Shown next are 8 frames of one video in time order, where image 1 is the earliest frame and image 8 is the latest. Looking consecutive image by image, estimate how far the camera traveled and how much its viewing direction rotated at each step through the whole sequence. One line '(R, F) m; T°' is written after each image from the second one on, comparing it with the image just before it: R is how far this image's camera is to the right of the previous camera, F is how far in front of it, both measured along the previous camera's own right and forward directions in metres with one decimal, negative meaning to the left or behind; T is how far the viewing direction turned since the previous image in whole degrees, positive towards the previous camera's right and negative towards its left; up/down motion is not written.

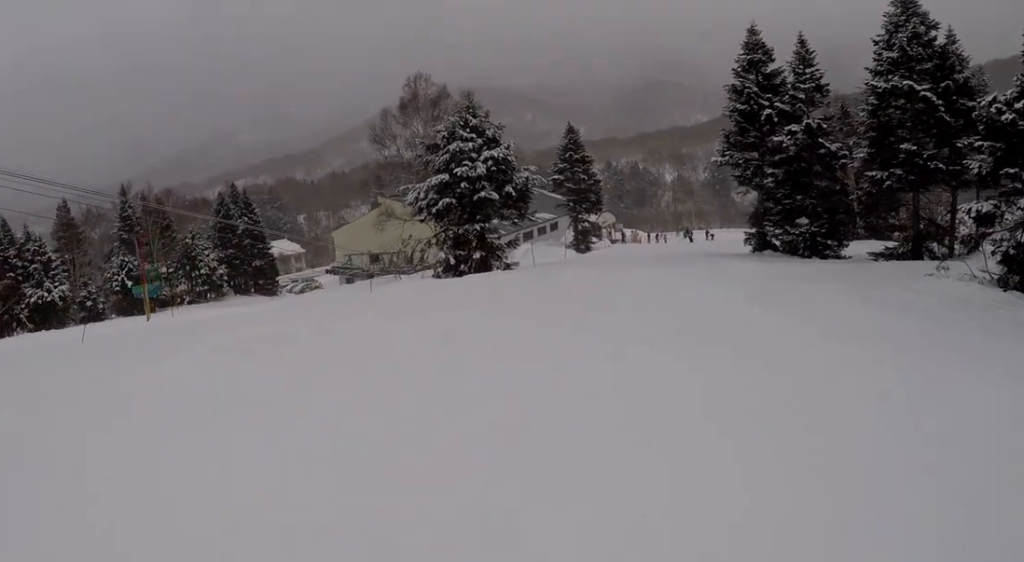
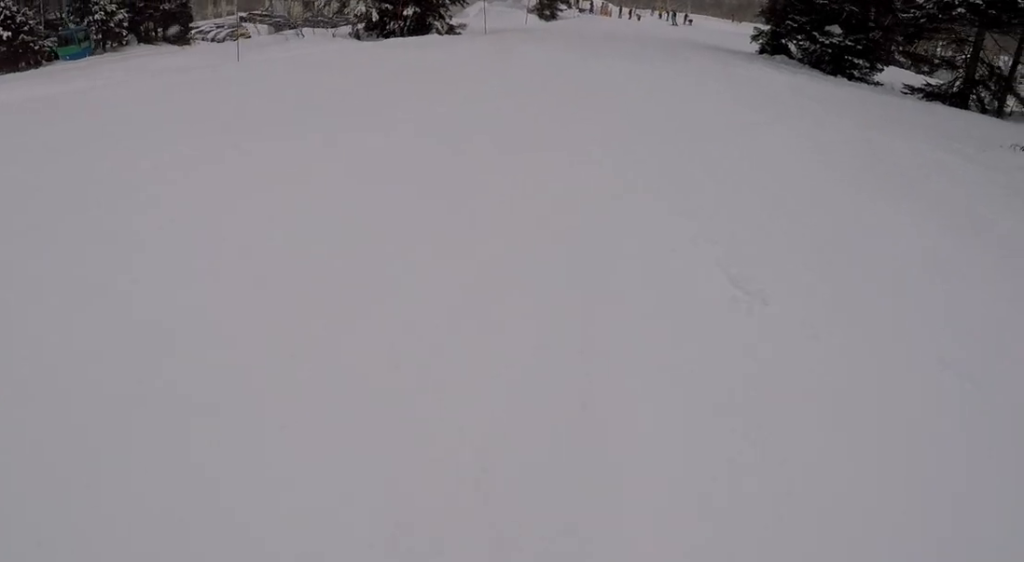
(+1.3, +8.1) m; +12°
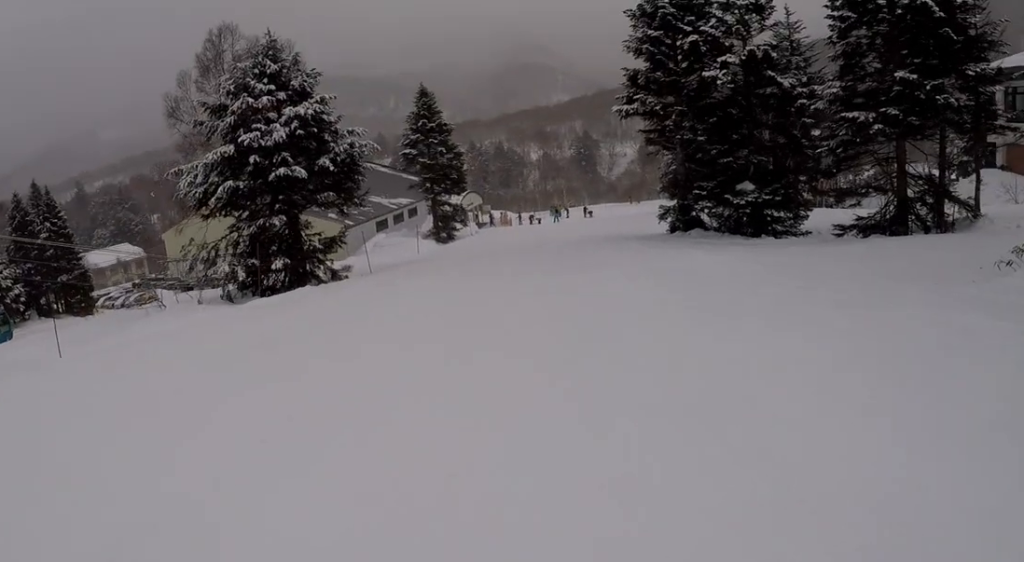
(+0.1, +4.3) m; -2°
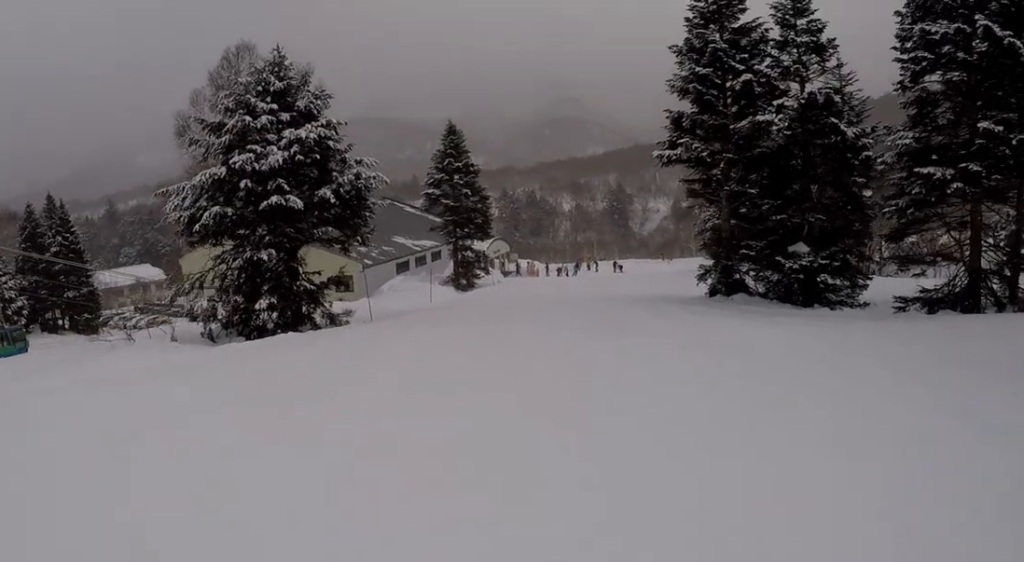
(+0.3, +3.0) m; -6°
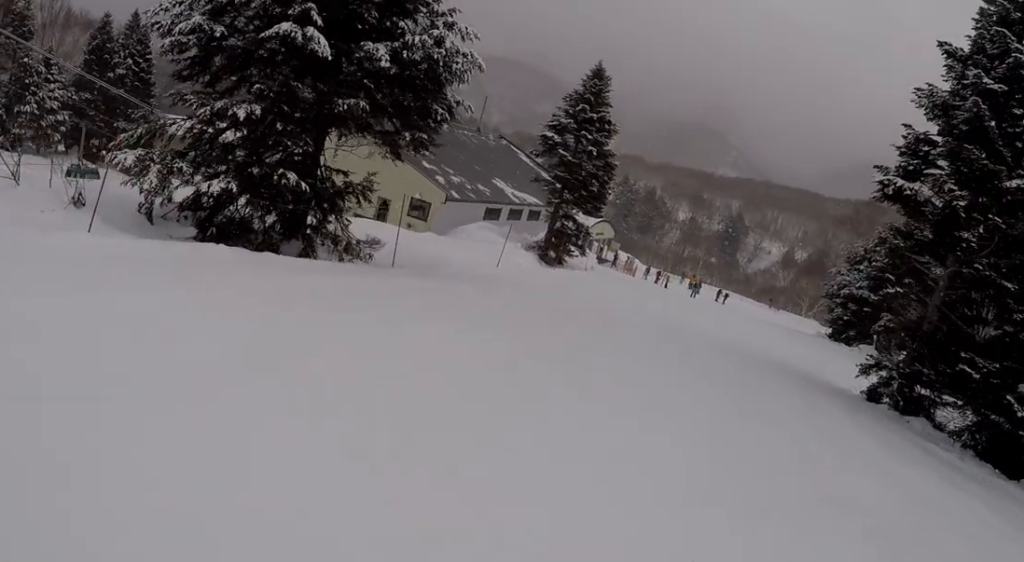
(-1.2, +7.7) m; -1°
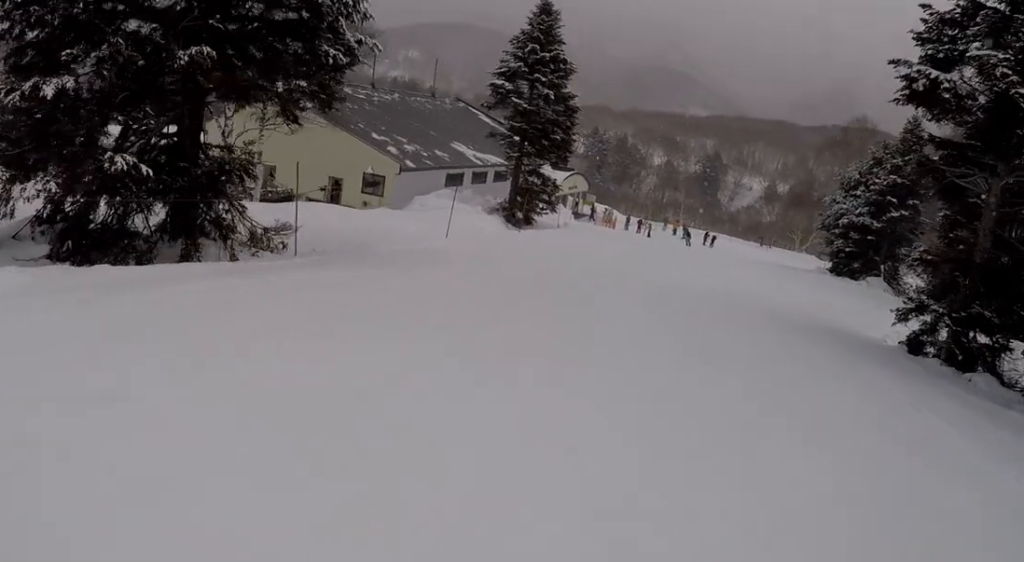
(+0.6, +3.4) m; +5°
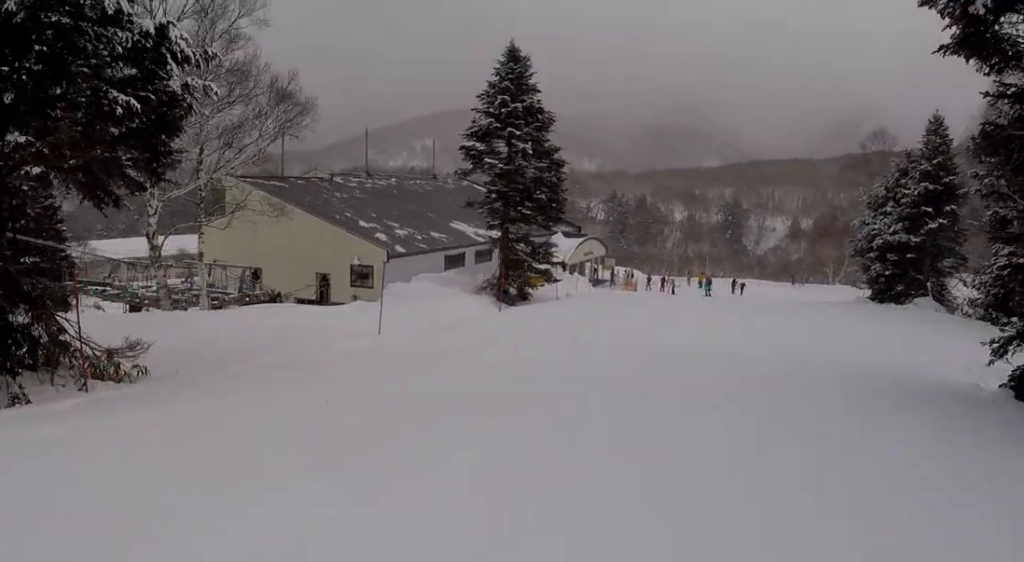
(0.0, +5.2) m; +2°
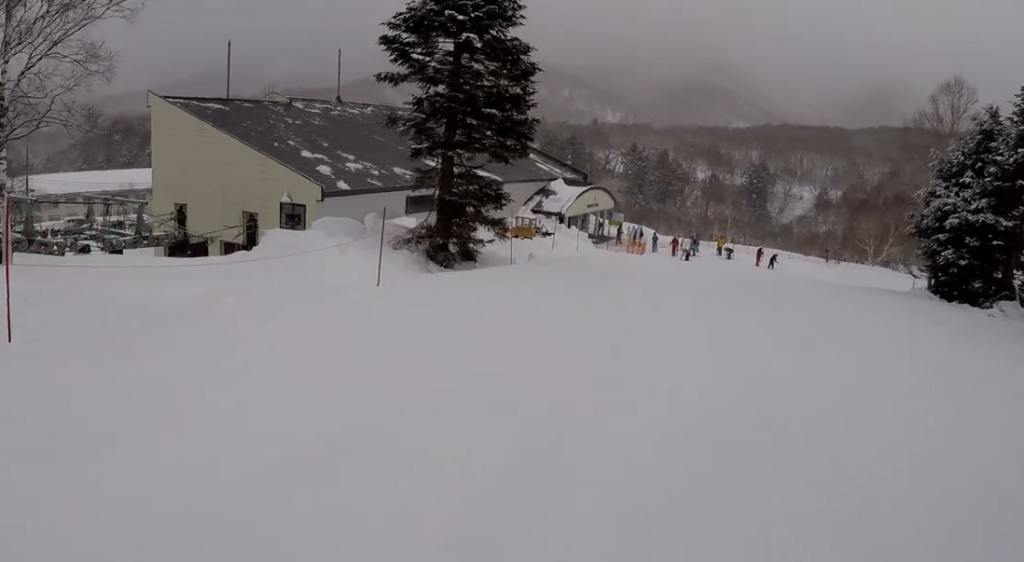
(+0.3, +9.2) m; +5°
